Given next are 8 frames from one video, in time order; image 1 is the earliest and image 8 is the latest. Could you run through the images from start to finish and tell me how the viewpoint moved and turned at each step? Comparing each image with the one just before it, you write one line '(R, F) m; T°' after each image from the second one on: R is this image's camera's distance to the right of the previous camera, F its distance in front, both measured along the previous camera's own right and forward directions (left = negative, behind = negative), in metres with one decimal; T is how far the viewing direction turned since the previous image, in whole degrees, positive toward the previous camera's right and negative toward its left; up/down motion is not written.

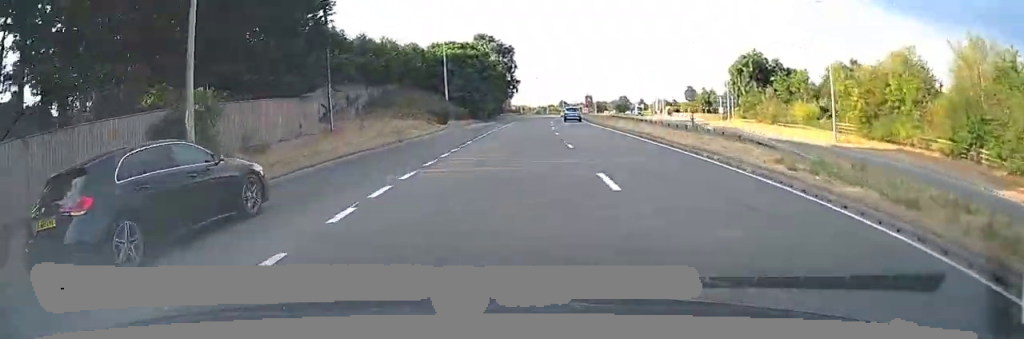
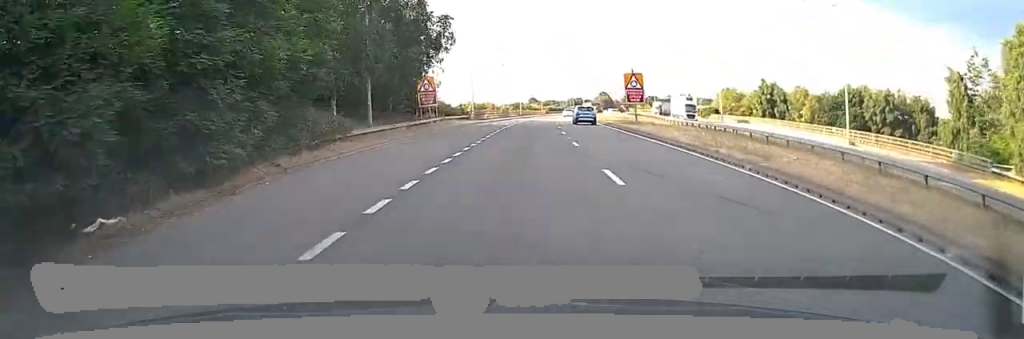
(+2.5, +69.4) m; +4°
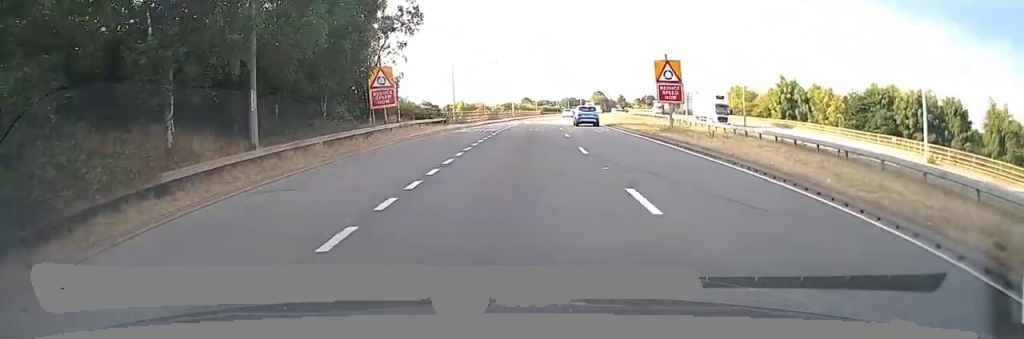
(+0.1, +12.2) m; +1°
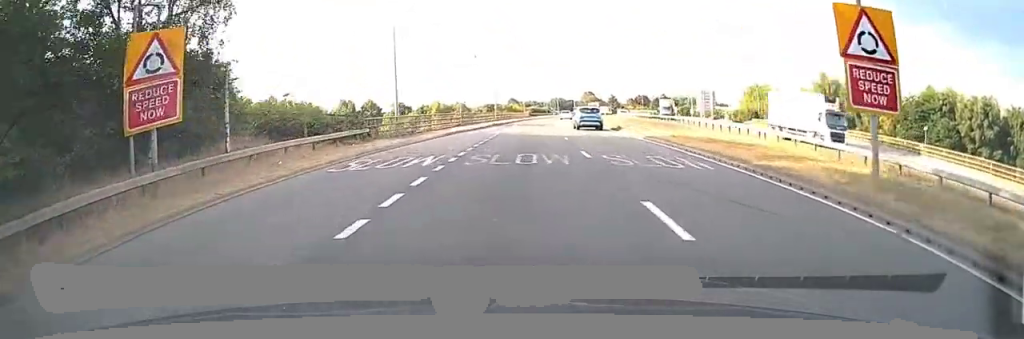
(+0.2, +19.6) m; +1°
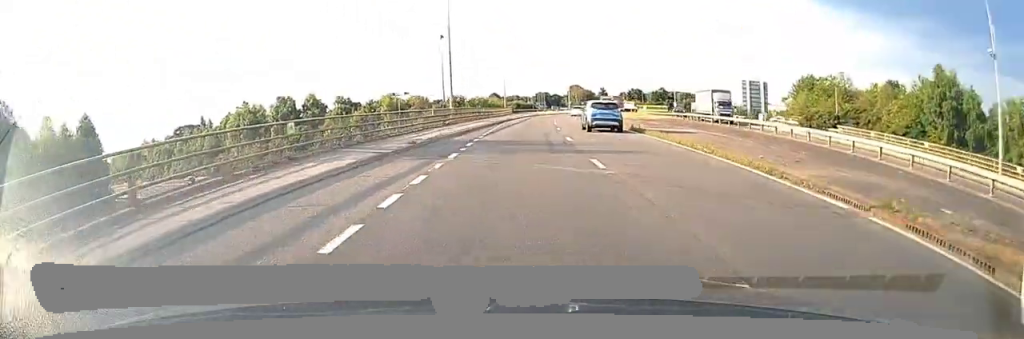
(+0.6, +28.7) m; +2°
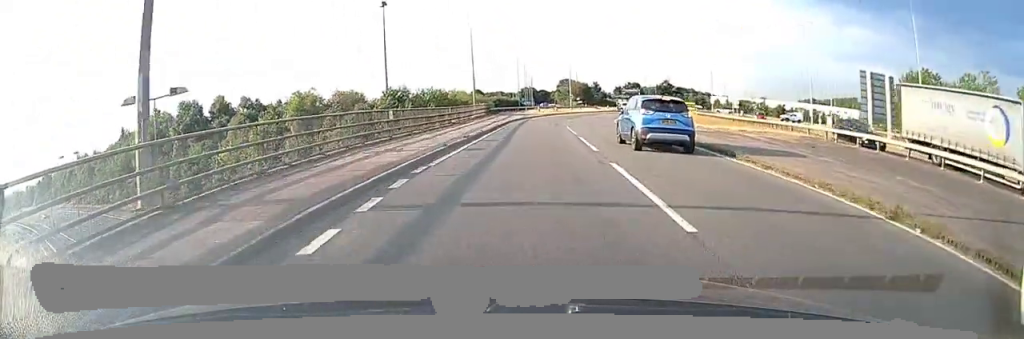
(+0.5, +32.5) m; +2°
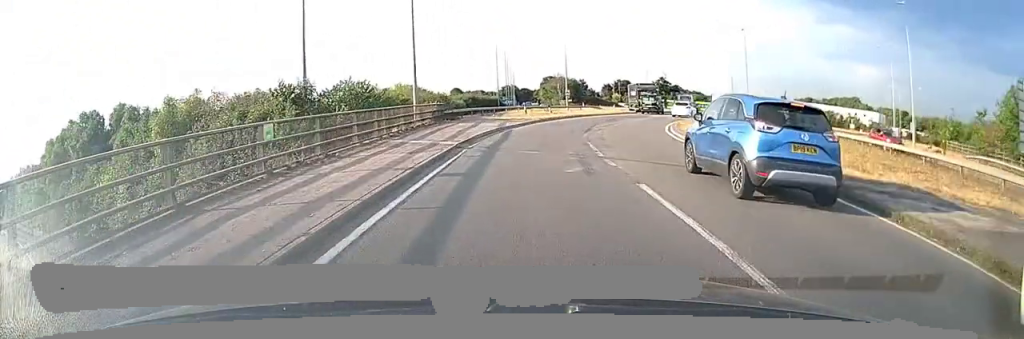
(+0.4, +23.0) m; +2°
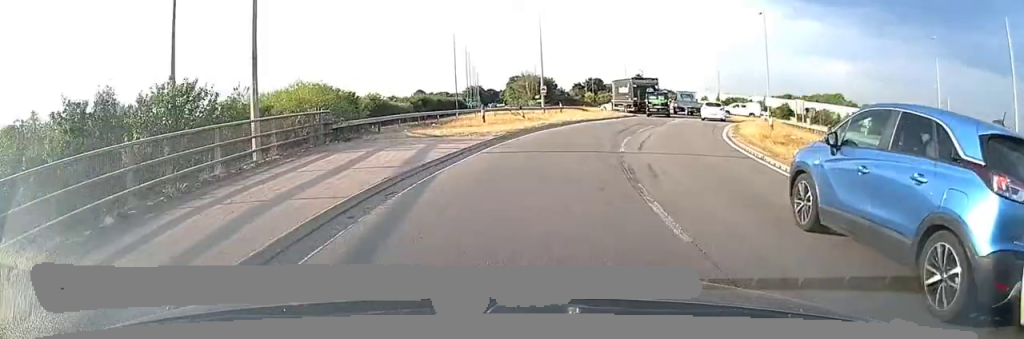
(+0.3, +16.8) m; +3°
